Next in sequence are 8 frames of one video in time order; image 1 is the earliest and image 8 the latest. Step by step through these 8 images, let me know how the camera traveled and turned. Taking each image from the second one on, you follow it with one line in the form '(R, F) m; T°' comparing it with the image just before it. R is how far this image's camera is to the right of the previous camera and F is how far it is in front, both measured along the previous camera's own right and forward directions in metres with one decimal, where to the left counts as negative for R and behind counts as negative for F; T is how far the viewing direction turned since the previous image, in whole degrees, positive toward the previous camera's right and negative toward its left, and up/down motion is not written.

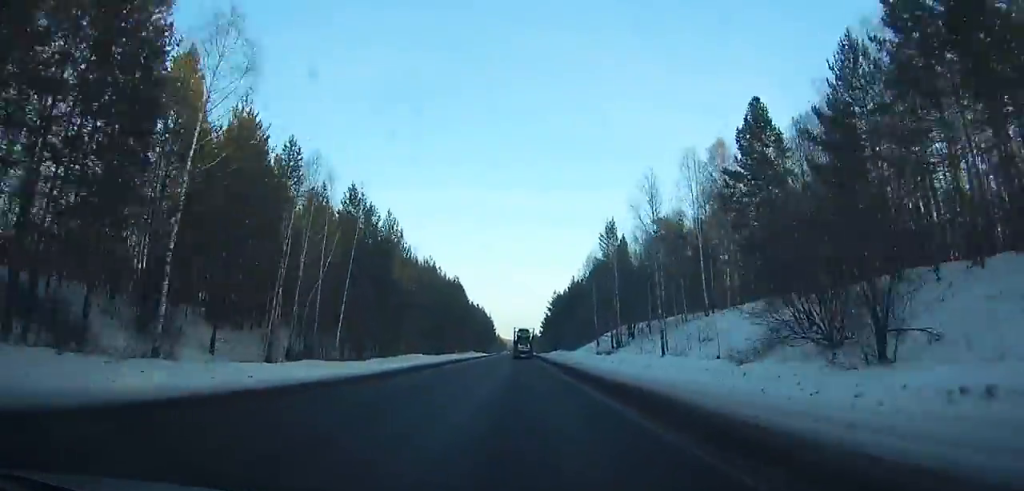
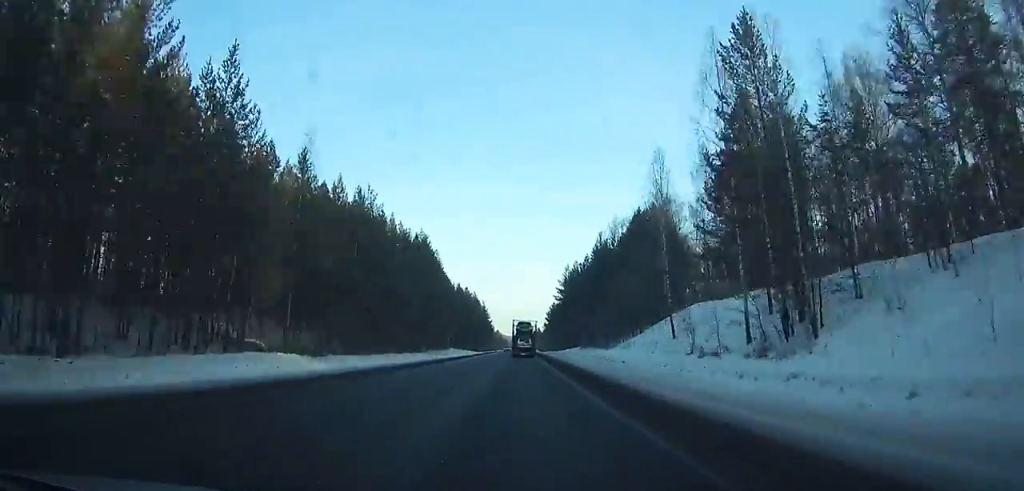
(-0.1, +44.9) m; 0°
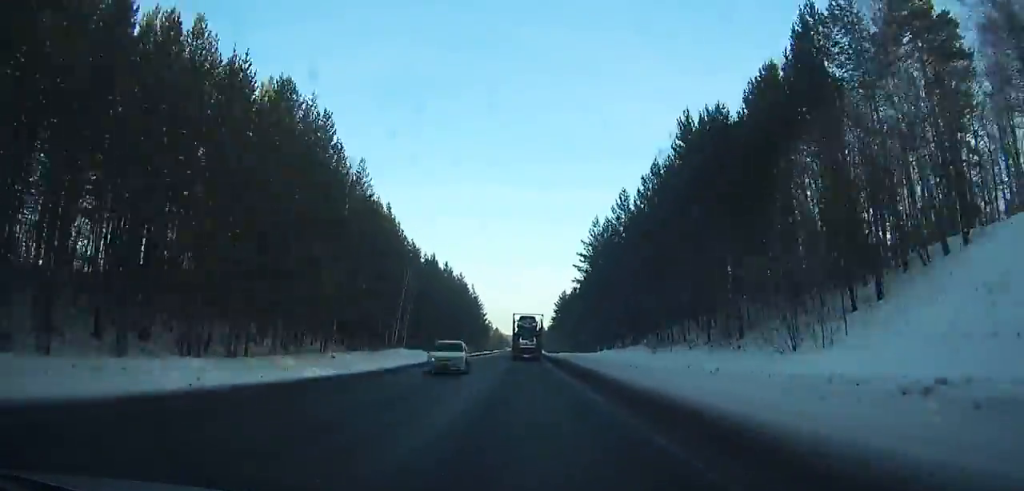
(-0.2, +48.4) m; 0°
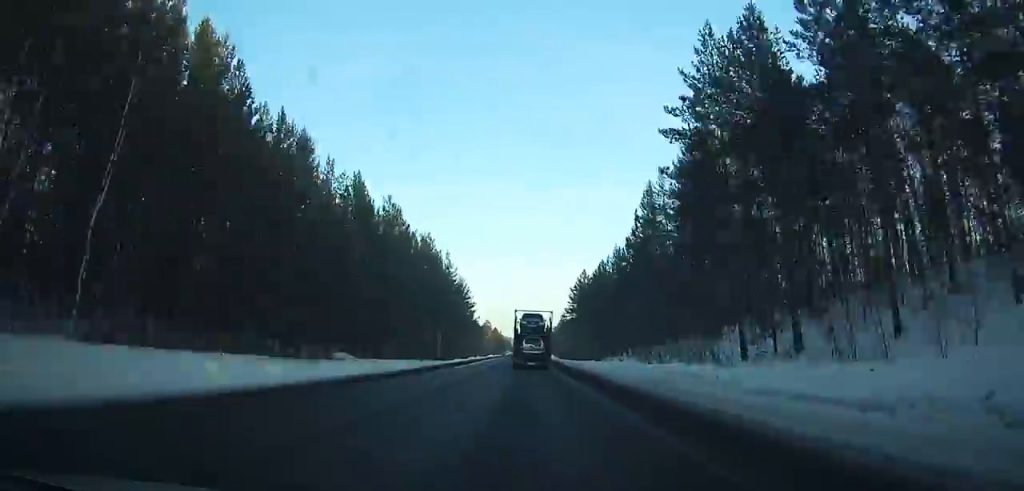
(+0.4, +50.1) m; 0°
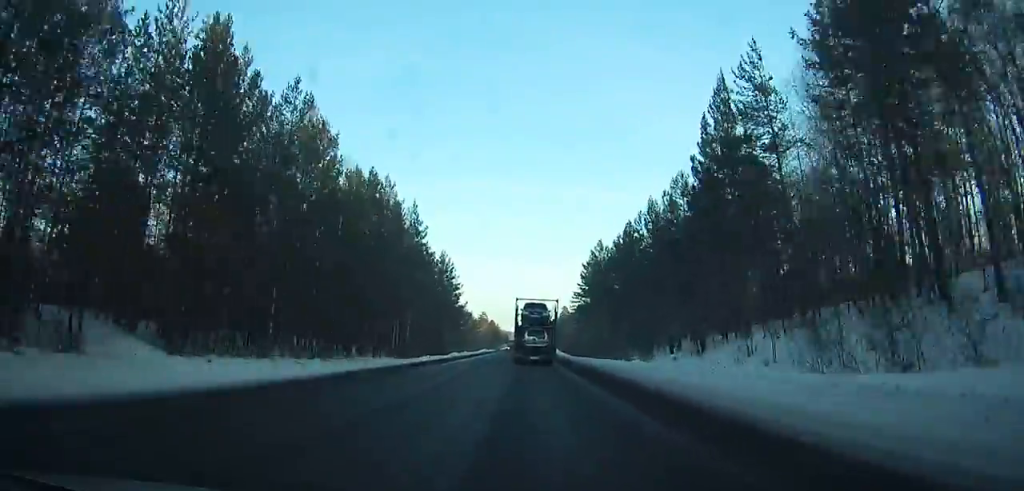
(+0.1, +28.6) m; 0°
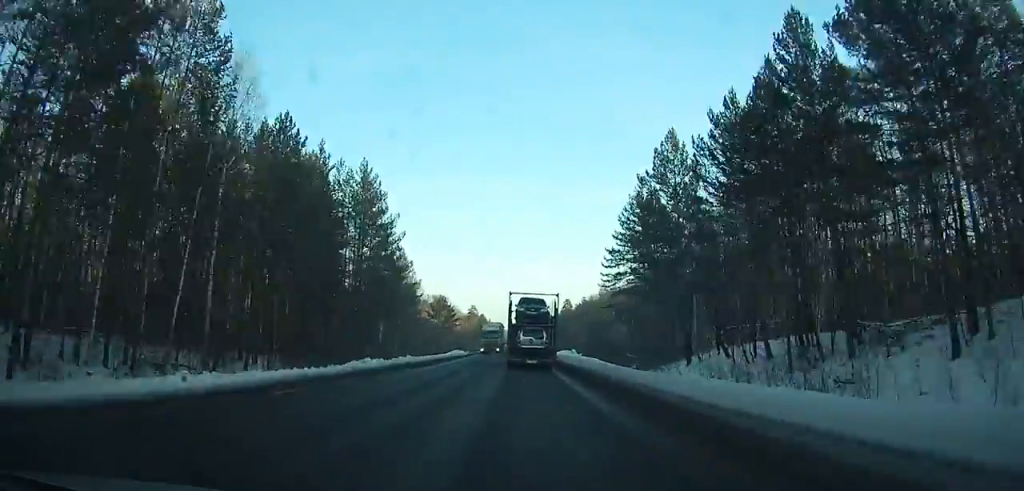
(0.0, +51.4) m; 0°
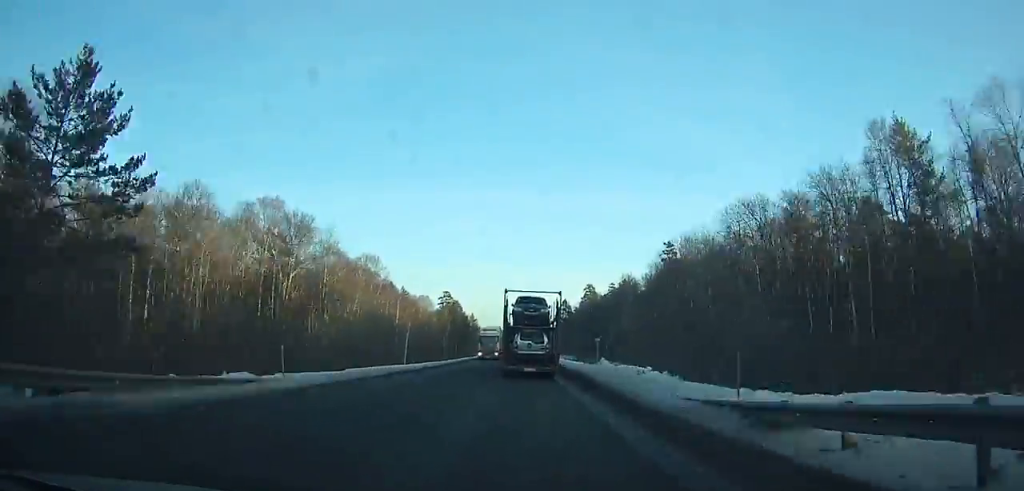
(-0.9, +112.4) m; -1°
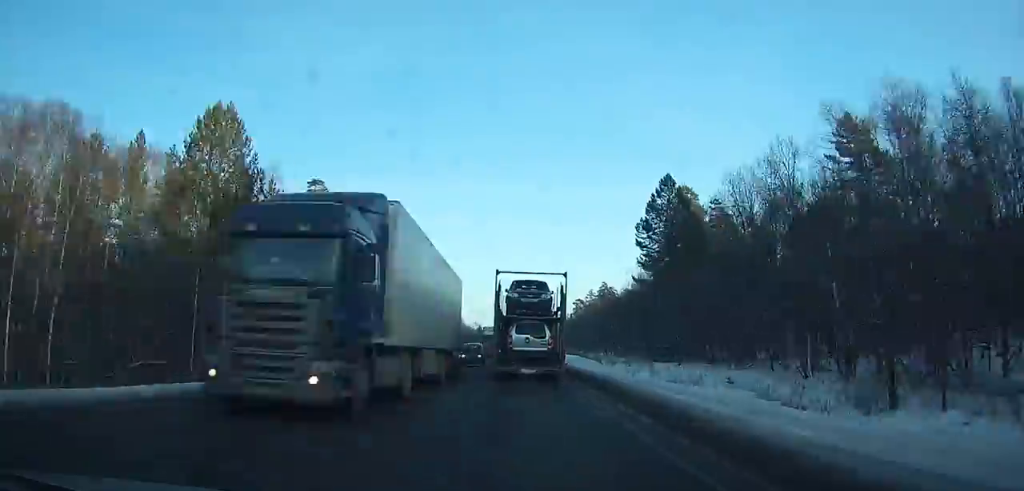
(+0.4, +133.2) m; 0°
